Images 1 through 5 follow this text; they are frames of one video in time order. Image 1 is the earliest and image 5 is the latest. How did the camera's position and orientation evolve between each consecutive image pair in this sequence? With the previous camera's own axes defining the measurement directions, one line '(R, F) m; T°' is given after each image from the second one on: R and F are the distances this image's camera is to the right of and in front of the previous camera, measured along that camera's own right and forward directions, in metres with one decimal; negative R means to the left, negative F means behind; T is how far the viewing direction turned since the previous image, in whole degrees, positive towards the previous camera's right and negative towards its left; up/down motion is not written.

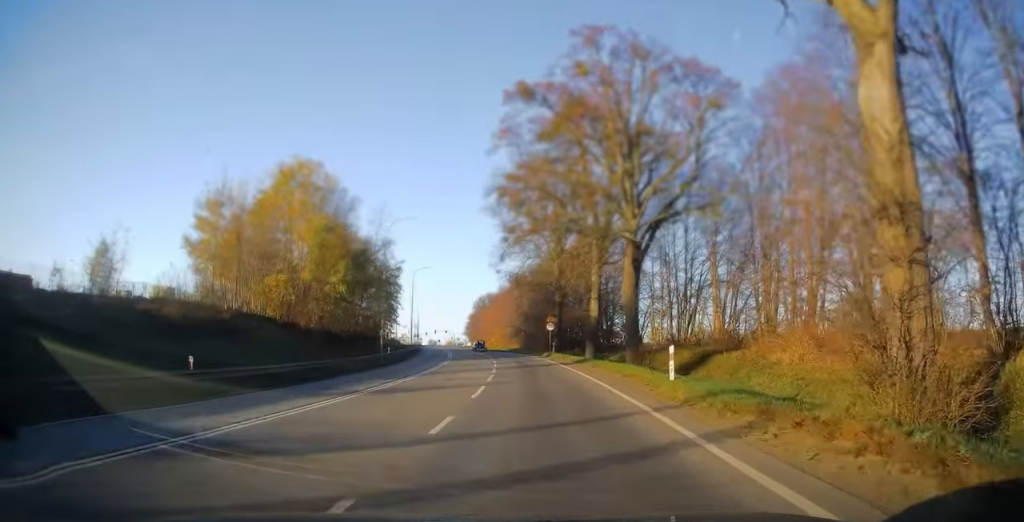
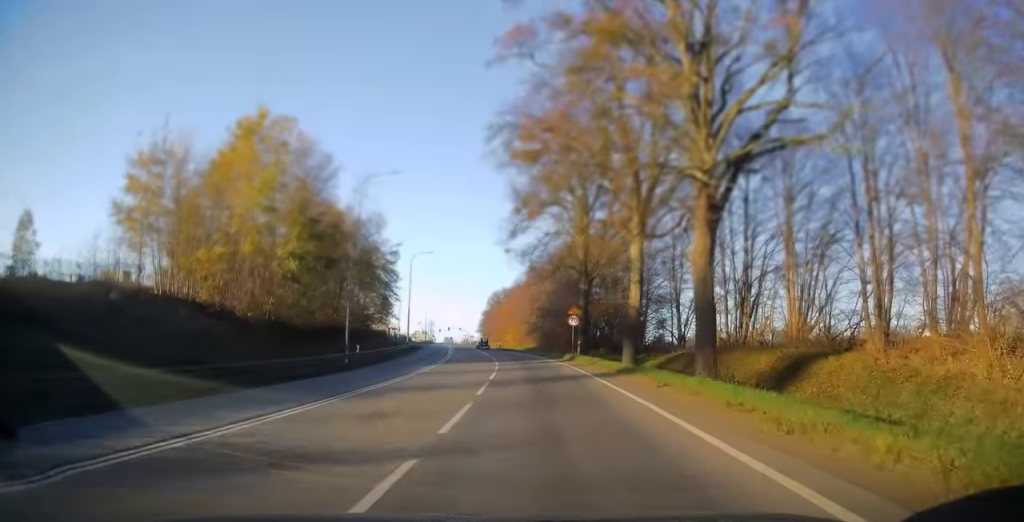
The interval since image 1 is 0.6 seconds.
(-0.1, +12.3) m; -2°
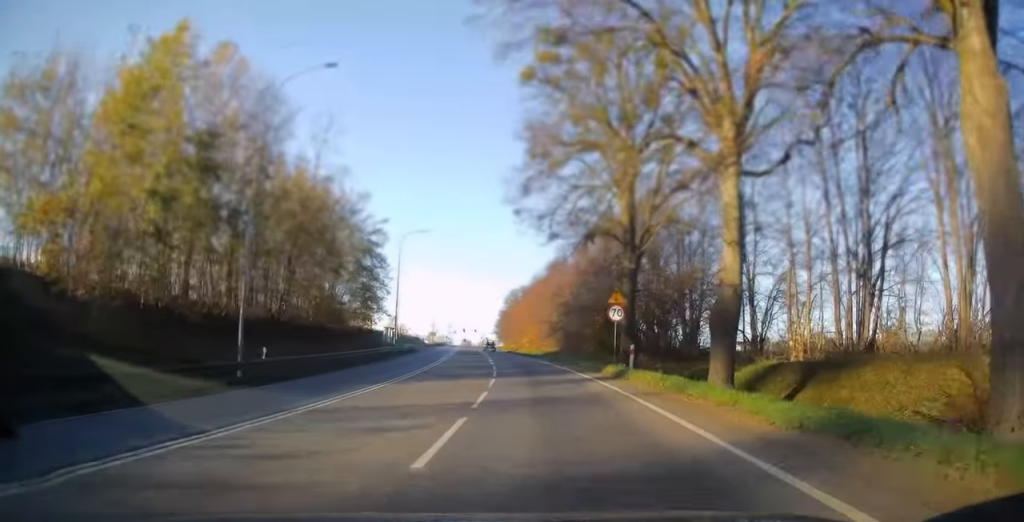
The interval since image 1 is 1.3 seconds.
(-0.2, +14.9) m; -2°
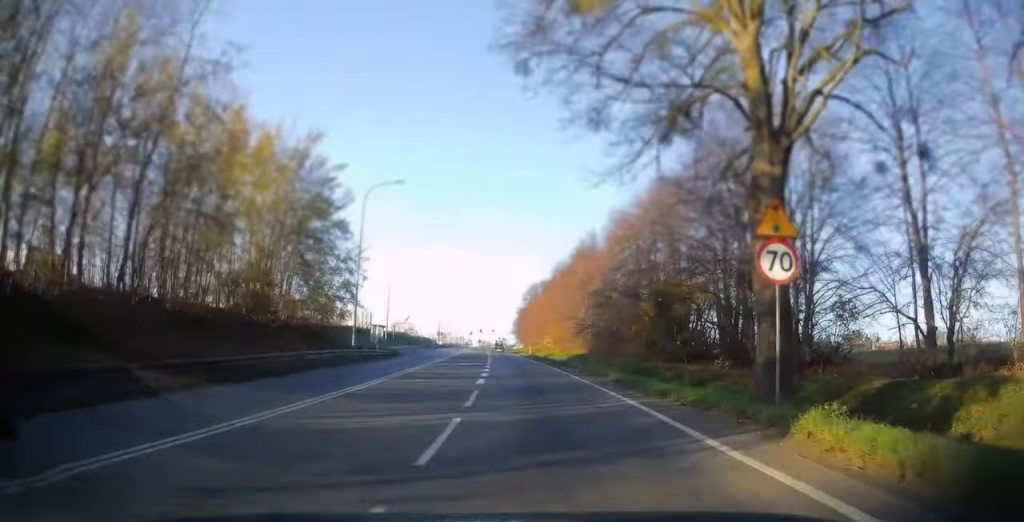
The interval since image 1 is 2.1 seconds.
(-0.4, +17.7) m; -1°
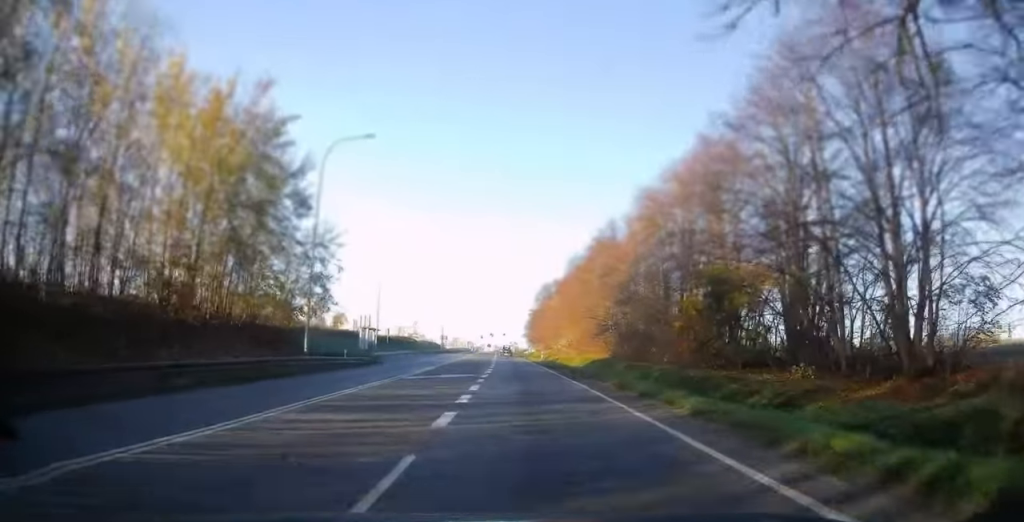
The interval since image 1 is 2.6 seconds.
(-0.1, +9.7) m; -1°
